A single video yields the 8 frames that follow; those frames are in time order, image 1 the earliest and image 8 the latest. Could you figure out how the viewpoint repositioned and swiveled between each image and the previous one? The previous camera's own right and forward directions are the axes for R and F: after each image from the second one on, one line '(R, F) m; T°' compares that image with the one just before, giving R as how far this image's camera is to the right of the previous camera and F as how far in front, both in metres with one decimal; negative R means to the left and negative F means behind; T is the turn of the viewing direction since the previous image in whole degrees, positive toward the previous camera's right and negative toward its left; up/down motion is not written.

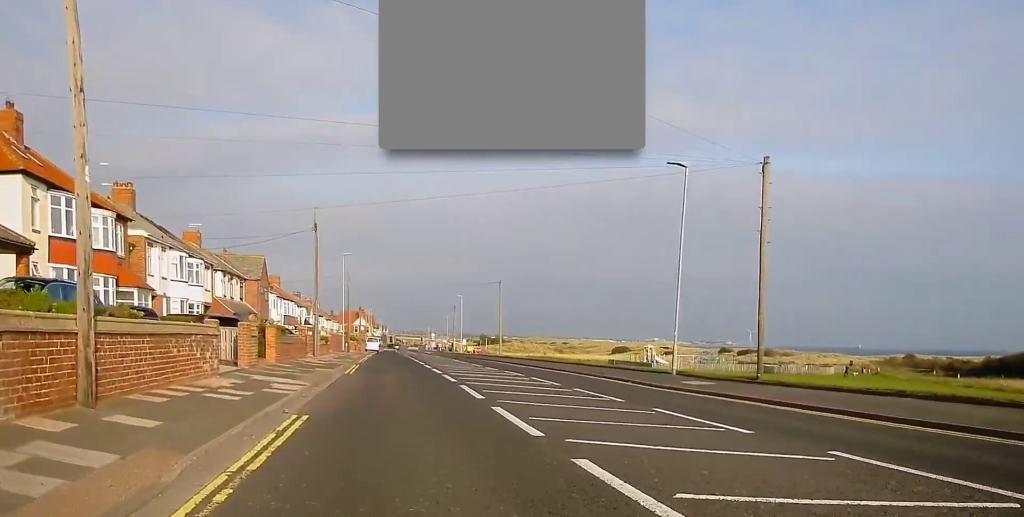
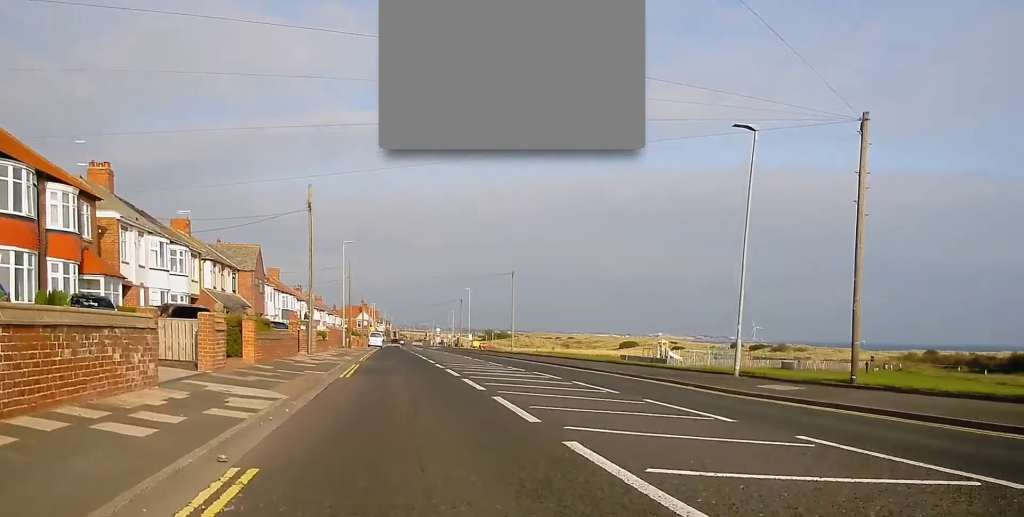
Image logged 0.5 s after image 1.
(0.0, +5.4) m; 0°
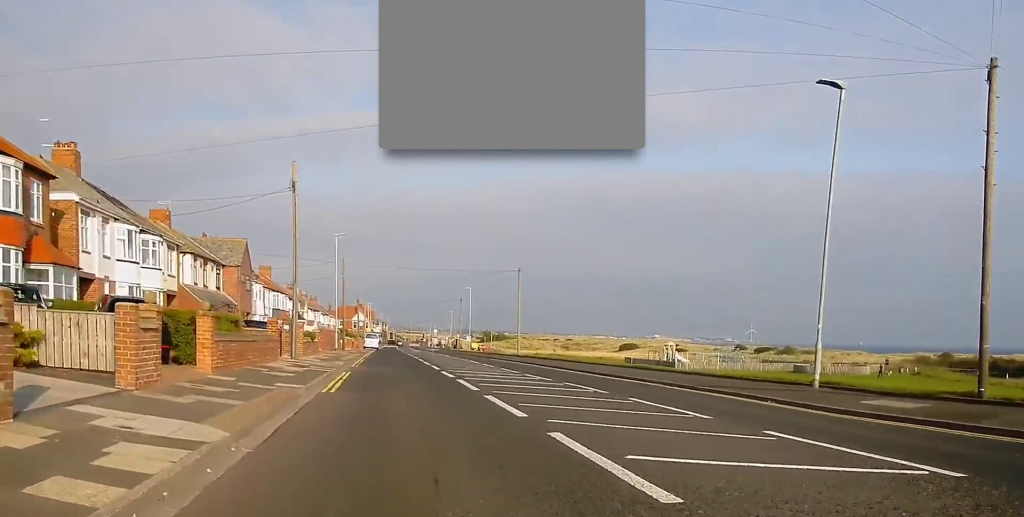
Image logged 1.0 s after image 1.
(0.0, +5.3) m; 0°
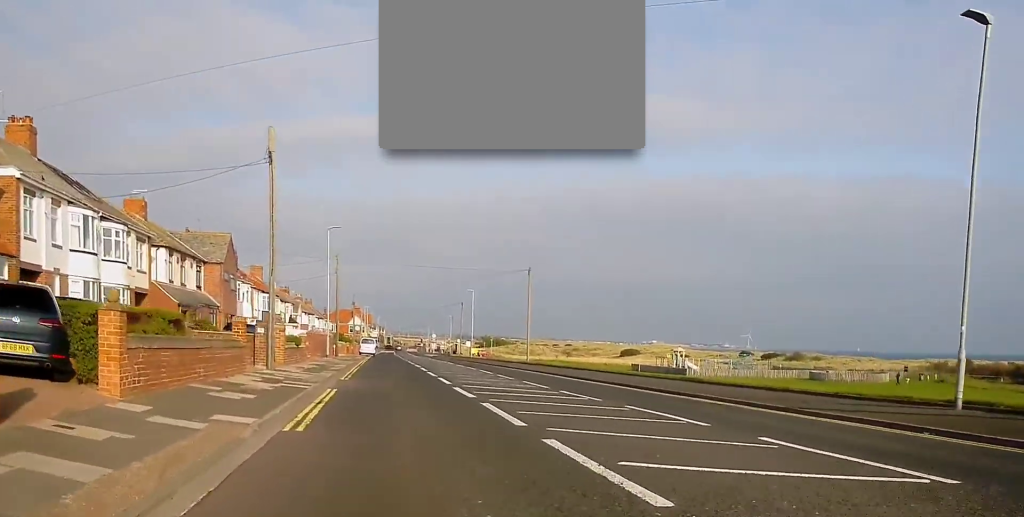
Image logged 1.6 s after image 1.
(0.0, +6.0) m; 0°
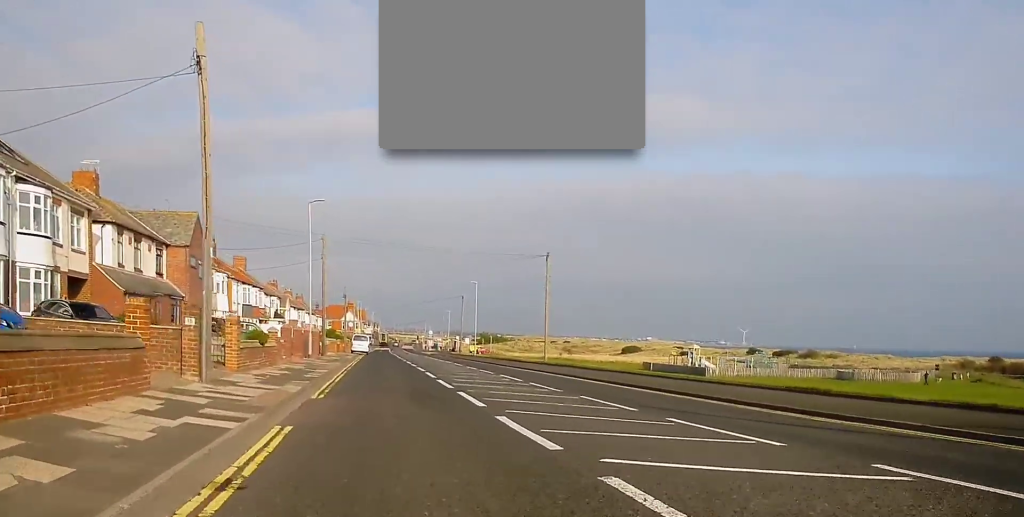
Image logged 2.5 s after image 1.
(0.0, +8.8) m; +1°
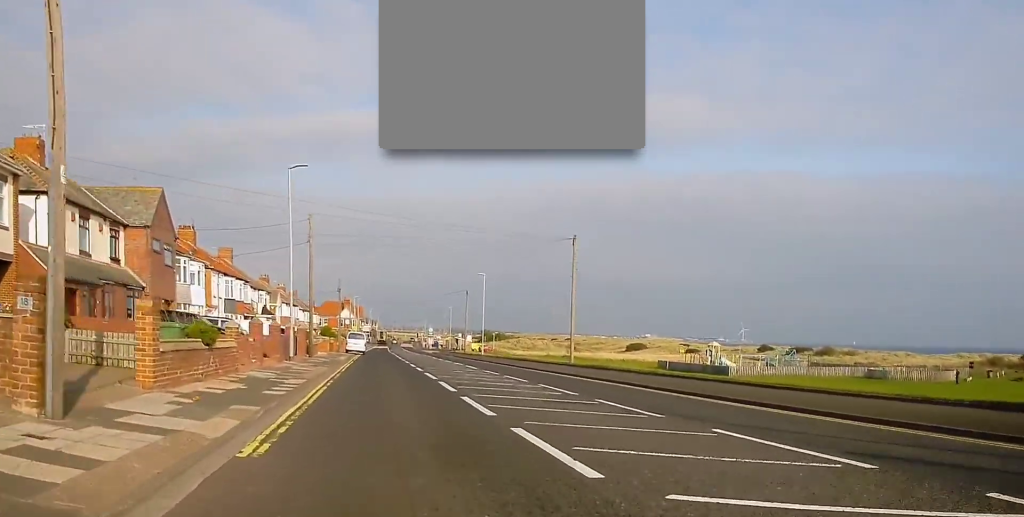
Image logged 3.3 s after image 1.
(+0.1, +7.8) m; 0°
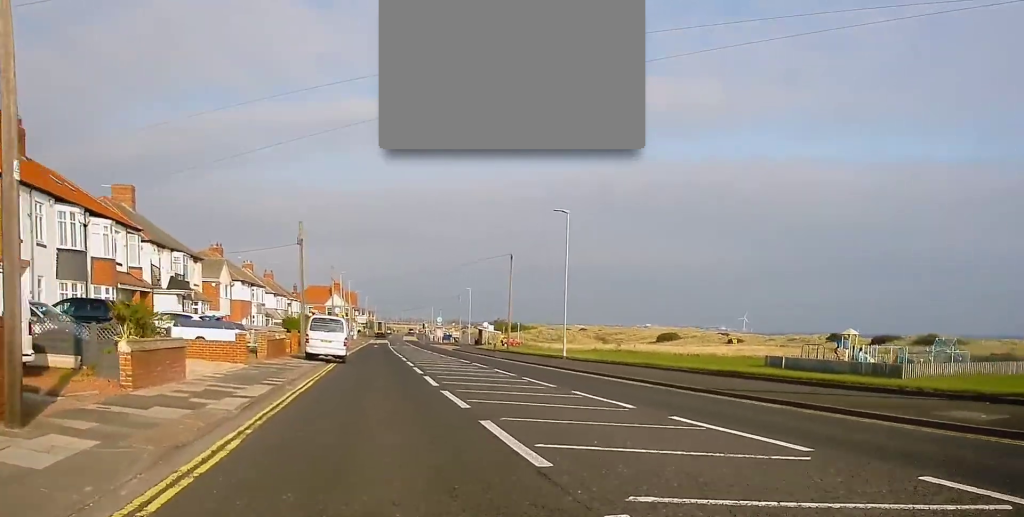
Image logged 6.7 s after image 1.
(-0.2, +36.2) m; 0°
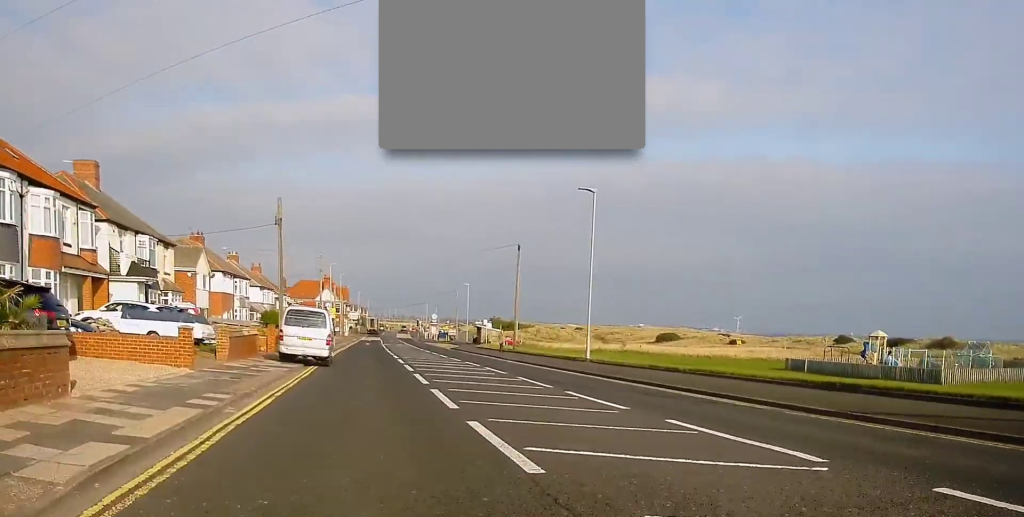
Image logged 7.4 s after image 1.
(0.0, +6.6) m; 0°
